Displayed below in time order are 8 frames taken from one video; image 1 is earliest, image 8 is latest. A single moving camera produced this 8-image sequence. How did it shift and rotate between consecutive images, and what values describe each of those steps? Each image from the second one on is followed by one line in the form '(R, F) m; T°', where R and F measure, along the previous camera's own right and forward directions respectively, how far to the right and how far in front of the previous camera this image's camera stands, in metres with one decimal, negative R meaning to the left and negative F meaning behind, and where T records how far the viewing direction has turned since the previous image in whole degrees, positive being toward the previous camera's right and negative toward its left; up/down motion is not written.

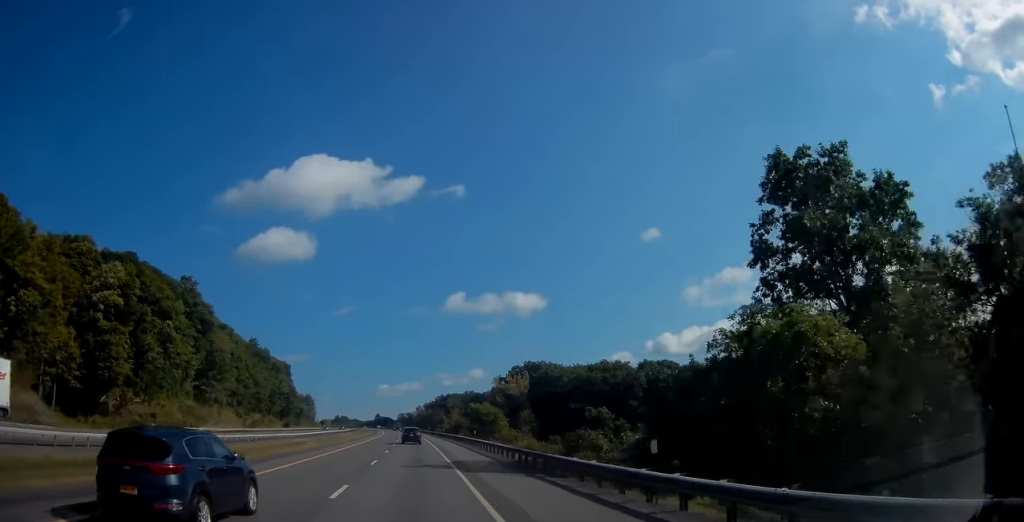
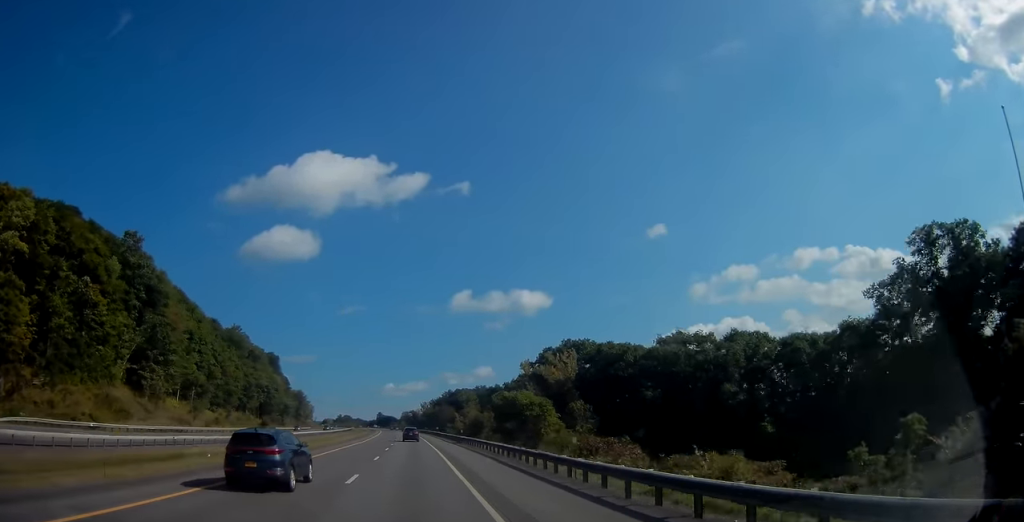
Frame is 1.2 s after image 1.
(-0.1, +33.2) m; -1°
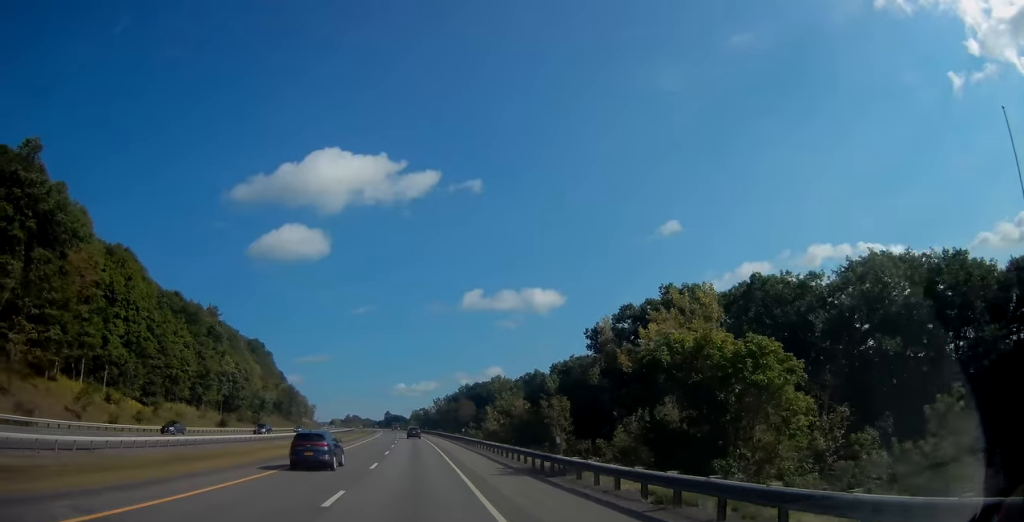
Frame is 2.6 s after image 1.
(-0.7, +40.7) m; -2°
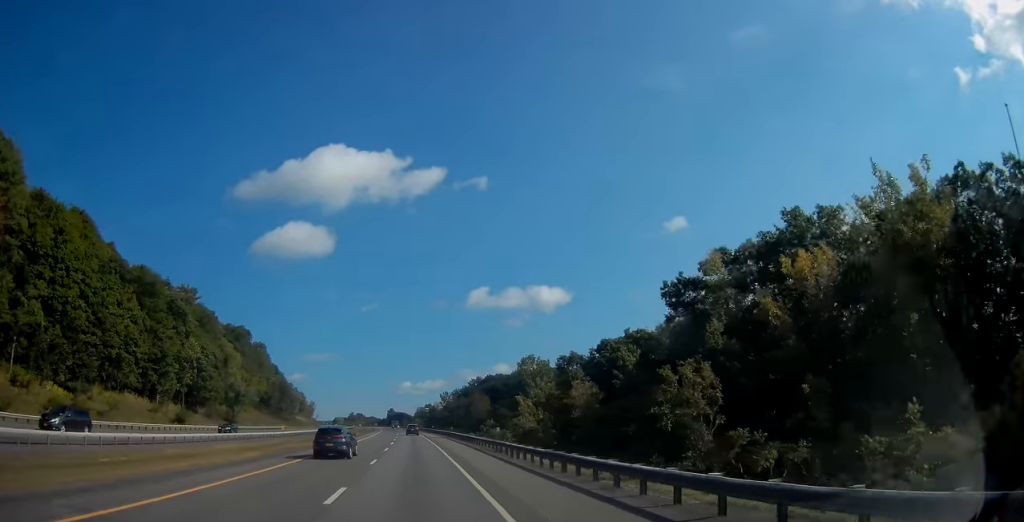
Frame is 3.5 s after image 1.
(-0.3, +24.6) m; 0°
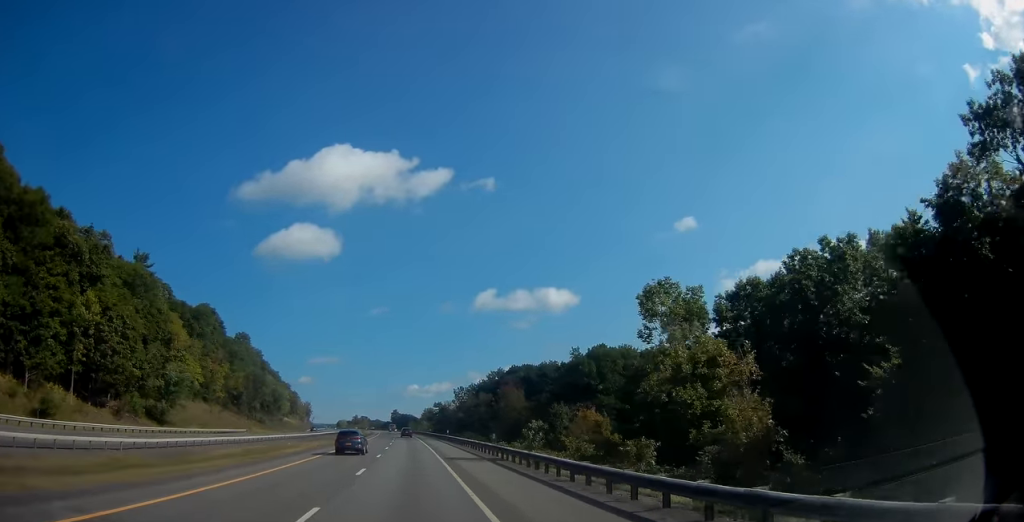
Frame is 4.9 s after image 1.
(-0.1, +39.8) m; -1°
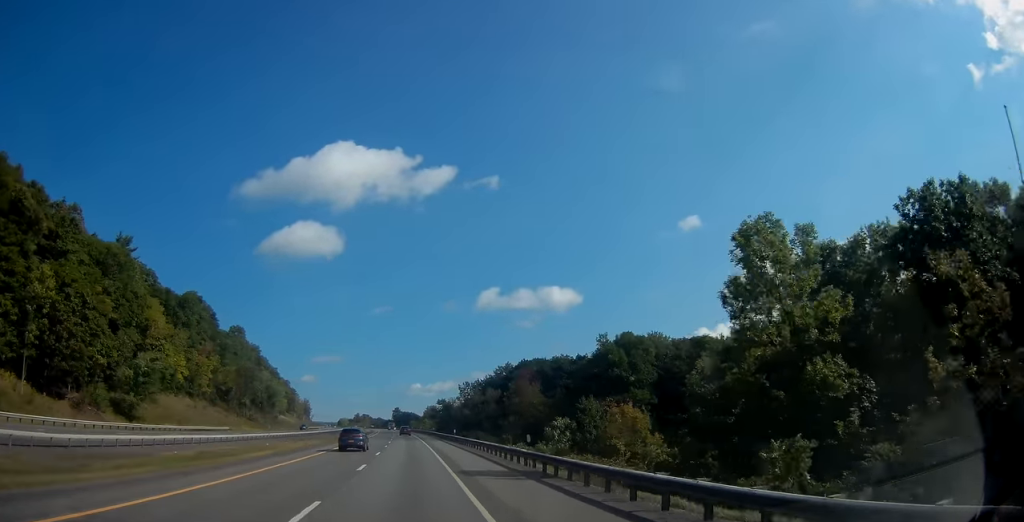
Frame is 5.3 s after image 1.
(-0.1, +11.4) m; 0°
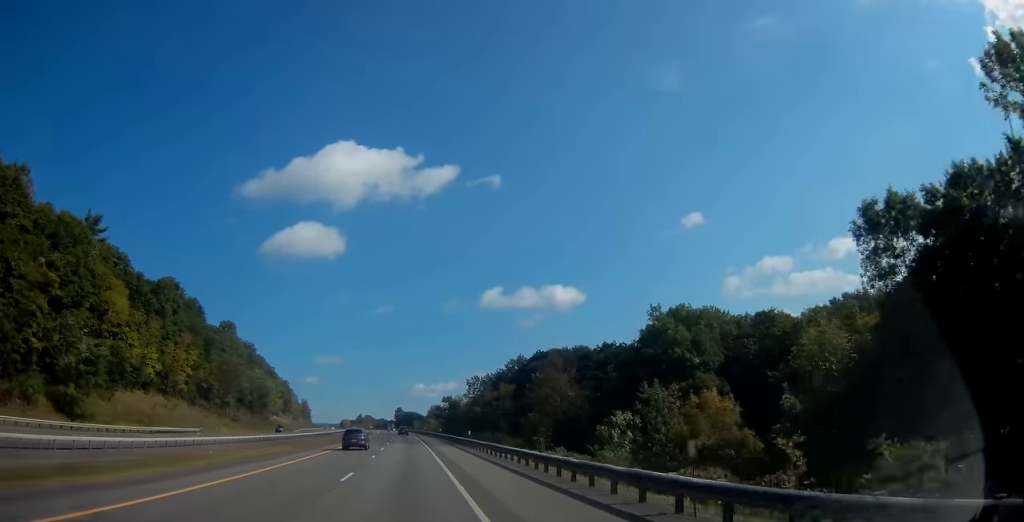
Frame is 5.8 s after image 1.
(0.0, +16.1) m; 0°
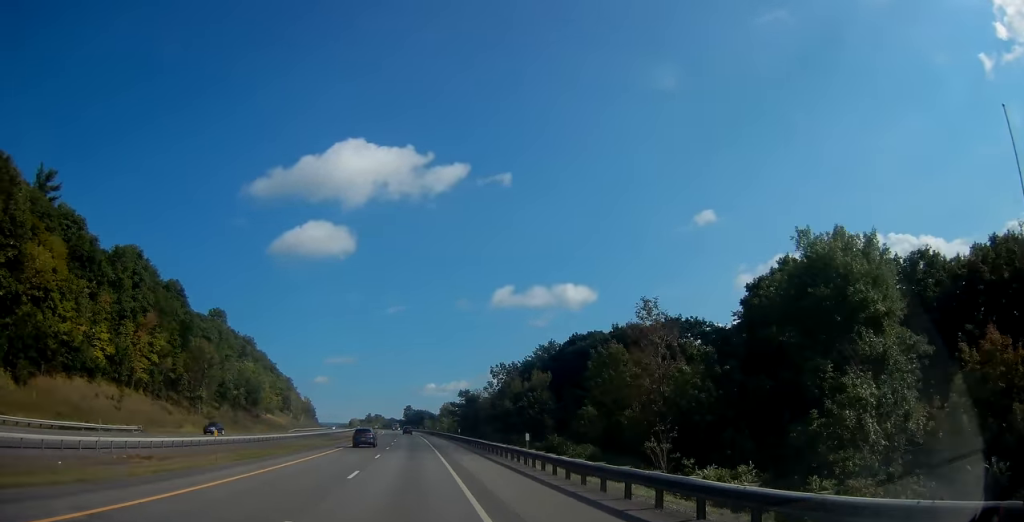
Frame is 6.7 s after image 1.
(0.0, +23.7) m; -1°
